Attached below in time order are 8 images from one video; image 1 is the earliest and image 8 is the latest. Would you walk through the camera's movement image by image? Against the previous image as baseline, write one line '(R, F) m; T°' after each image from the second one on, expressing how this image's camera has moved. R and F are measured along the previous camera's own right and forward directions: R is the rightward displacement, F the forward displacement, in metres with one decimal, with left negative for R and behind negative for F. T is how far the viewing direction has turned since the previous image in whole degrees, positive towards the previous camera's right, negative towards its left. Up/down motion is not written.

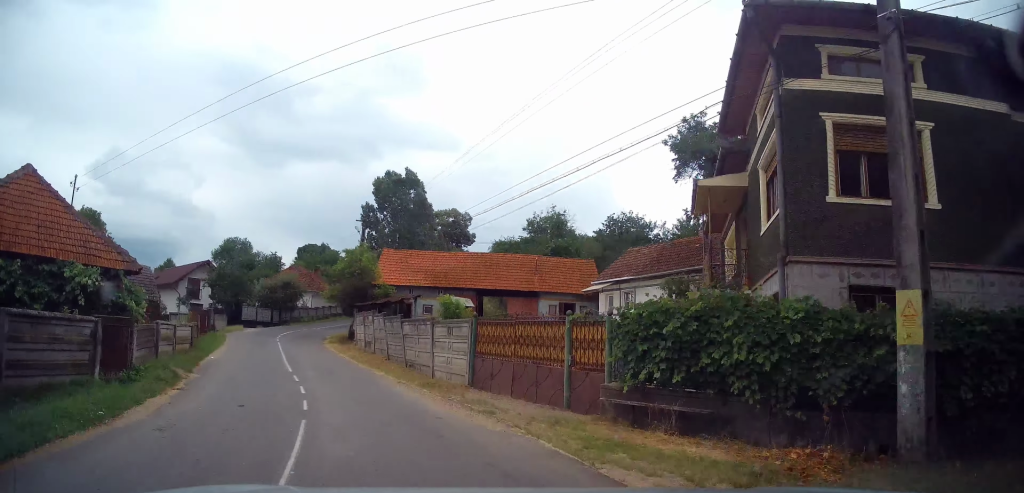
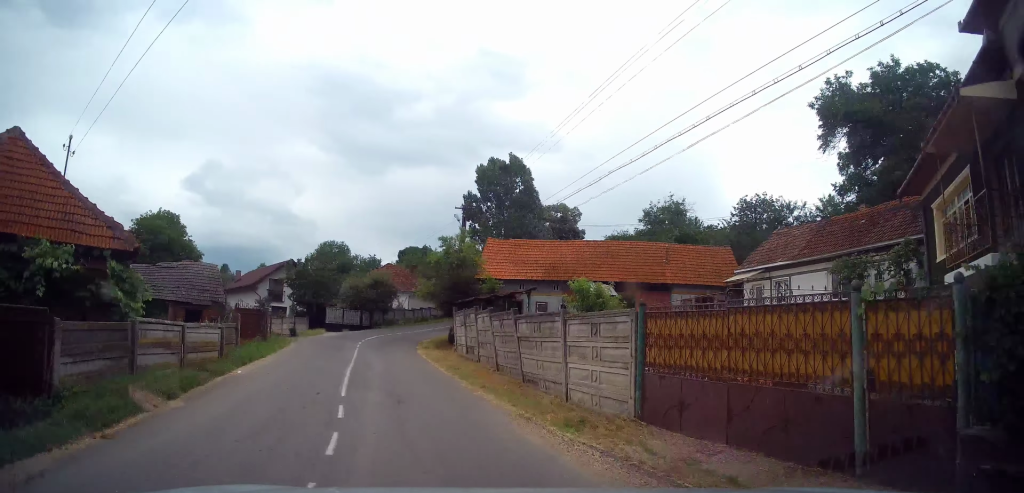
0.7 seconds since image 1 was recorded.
(-0.4, +4.8) m; -7°
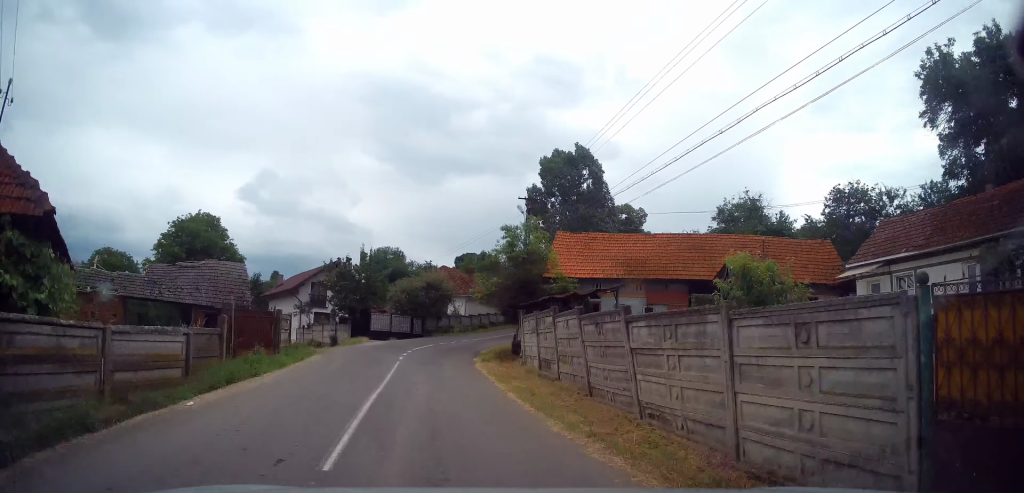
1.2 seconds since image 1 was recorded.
(-0.4, +4.4) m; -6°
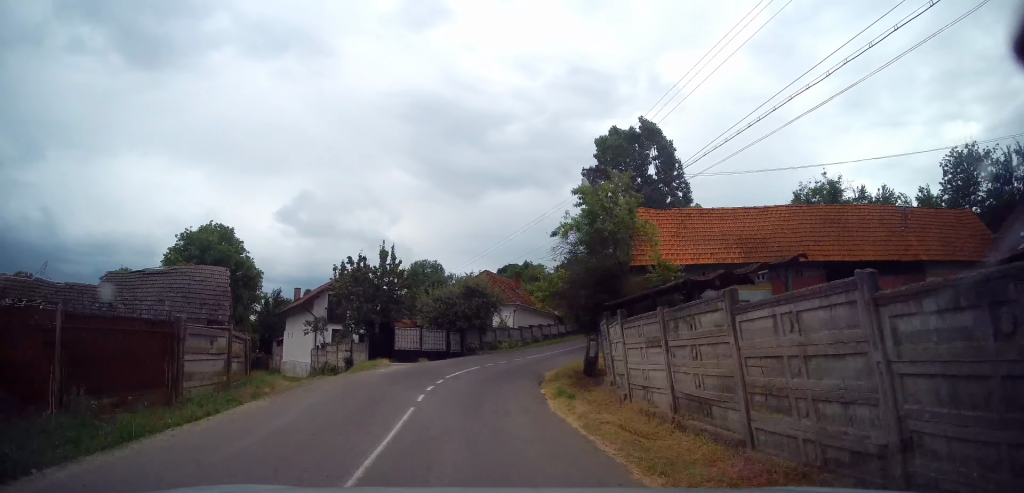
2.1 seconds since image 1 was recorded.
(-0.2, +7.8) m; -5°
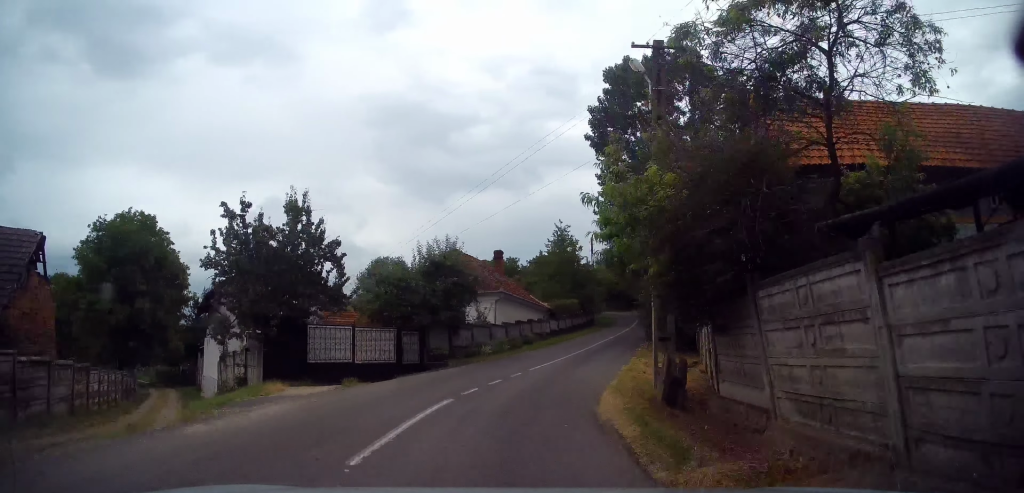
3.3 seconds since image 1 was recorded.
(-0.6, +10.7) m; +5°
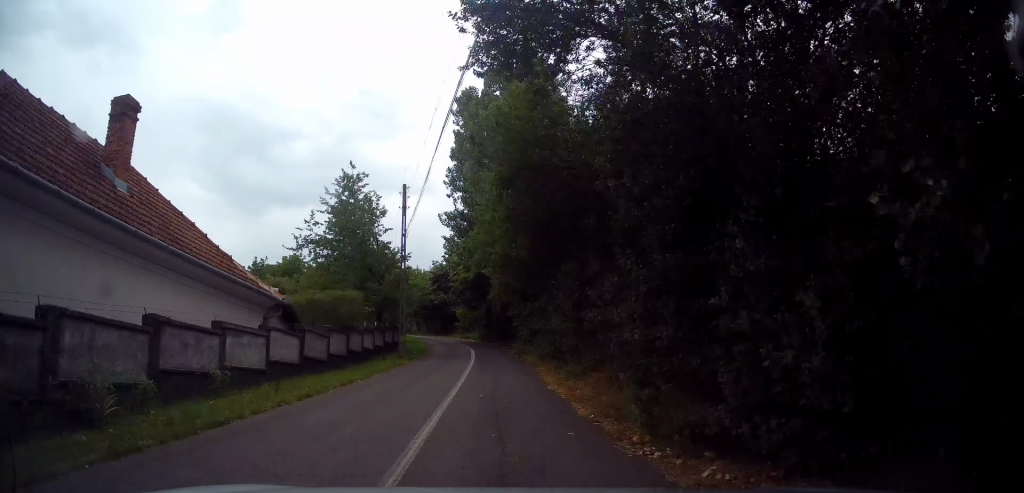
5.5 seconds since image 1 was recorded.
(+5.1, +21.6) m; +18°
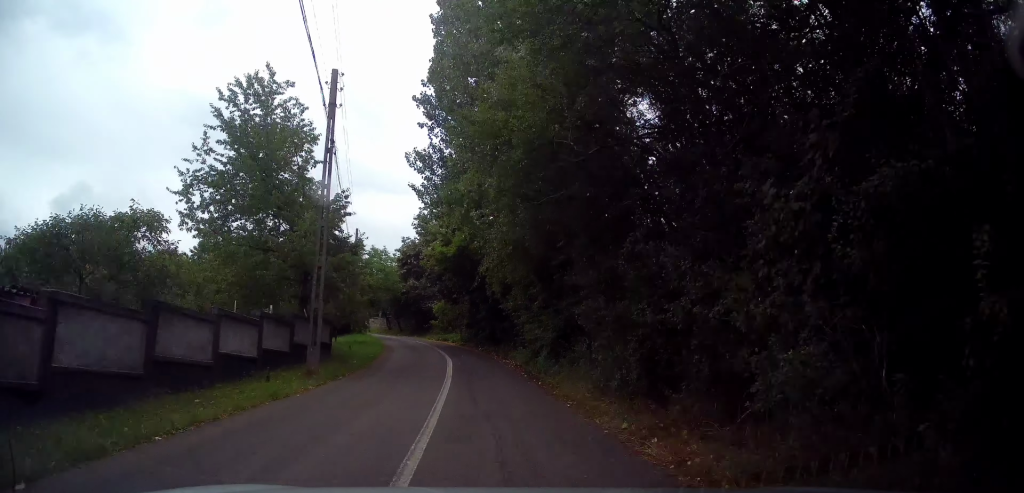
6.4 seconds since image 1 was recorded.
(+0.1, +9.2) m; +1°
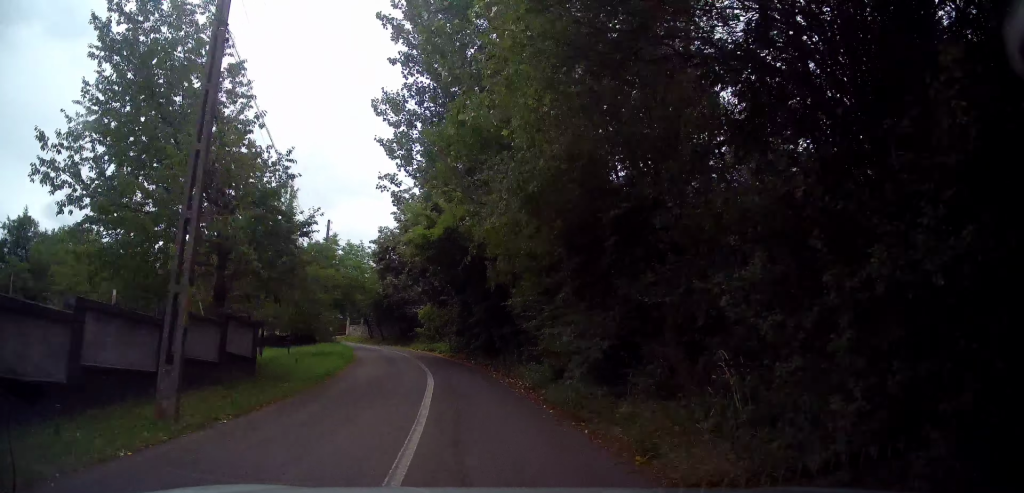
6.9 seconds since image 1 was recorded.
(+0.1, +4.5) m; +1°
